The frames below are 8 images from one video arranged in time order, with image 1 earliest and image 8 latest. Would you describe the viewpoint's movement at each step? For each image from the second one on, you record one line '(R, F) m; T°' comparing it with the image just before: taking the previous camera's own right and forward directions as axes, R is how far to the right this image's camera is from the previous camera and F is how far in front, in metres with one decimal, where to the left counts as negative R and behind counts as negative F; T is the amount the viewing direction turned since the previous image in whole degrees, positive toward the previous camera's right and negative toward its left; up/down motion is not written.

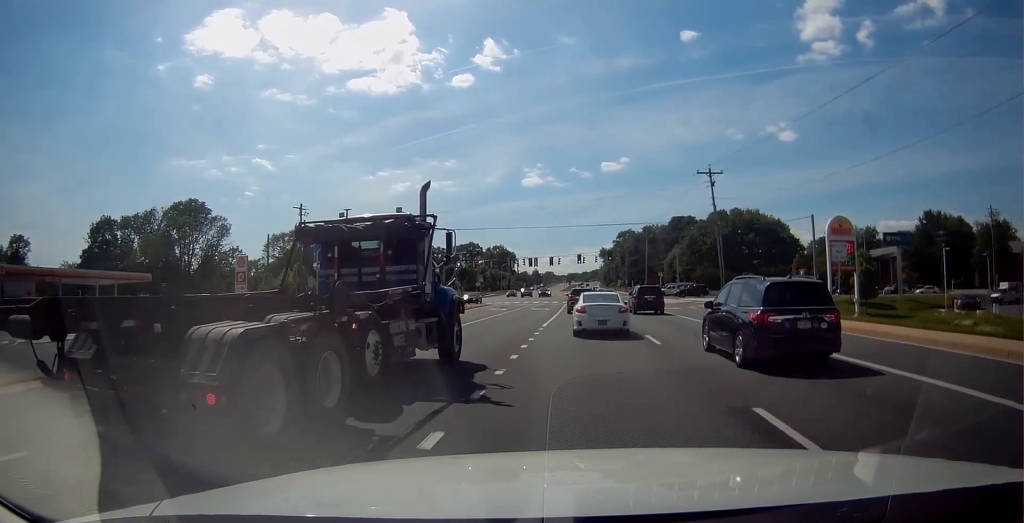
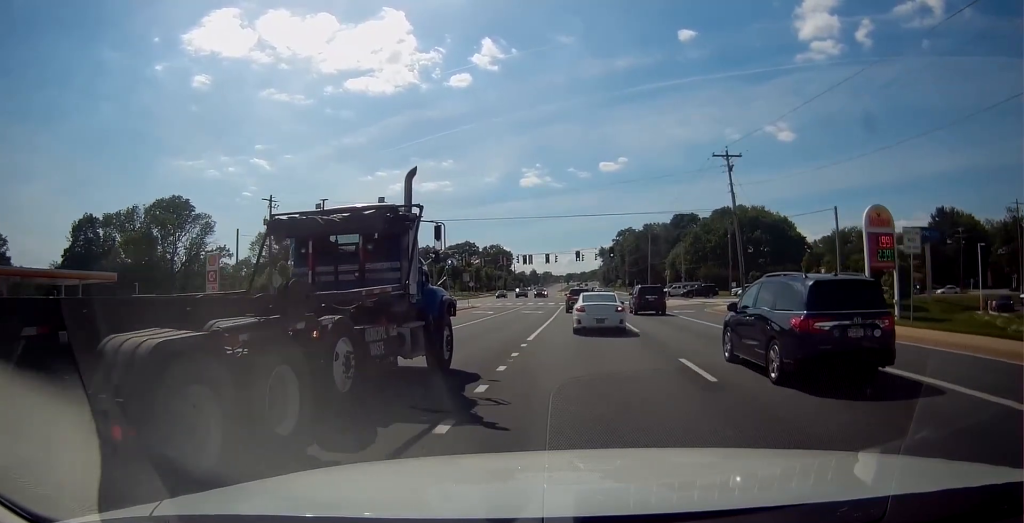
(+0.2, +6.0) m; 0°
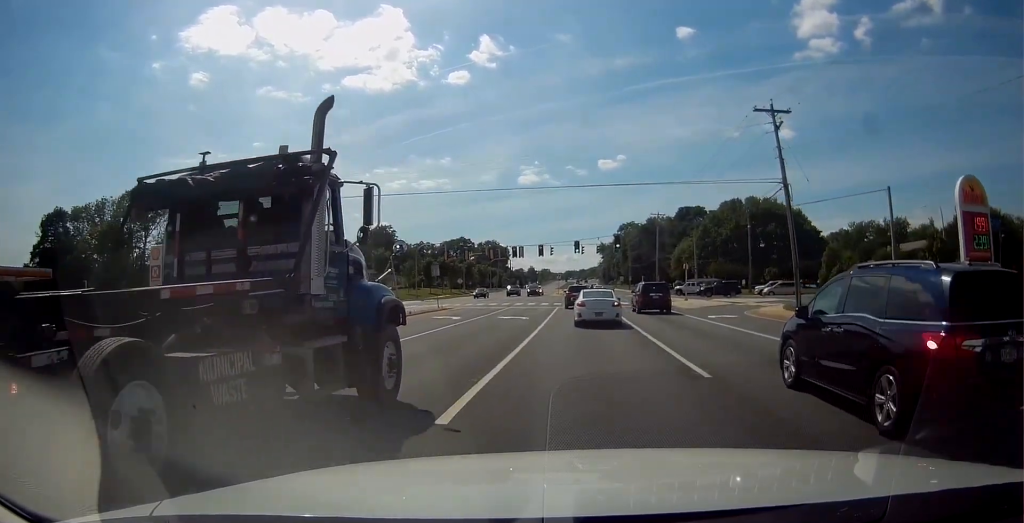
(0.0, +10.5) m; 0°
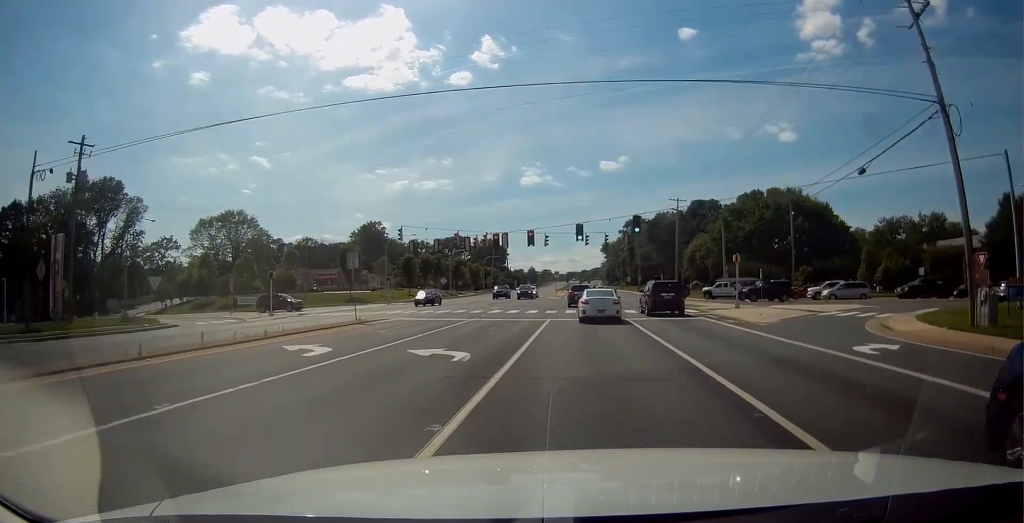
(-0.2, +15.7) m; 0°
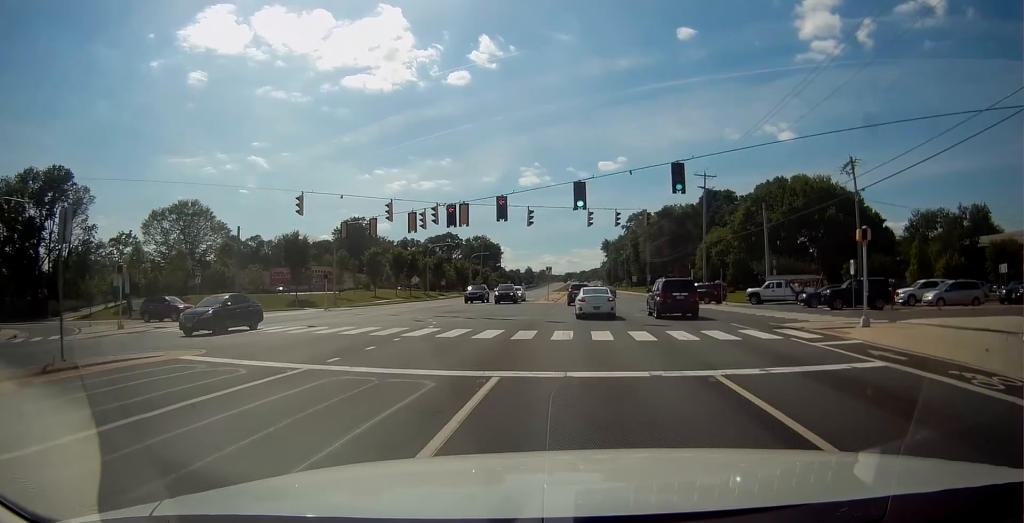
(+0.2, +16.1) m; +1°
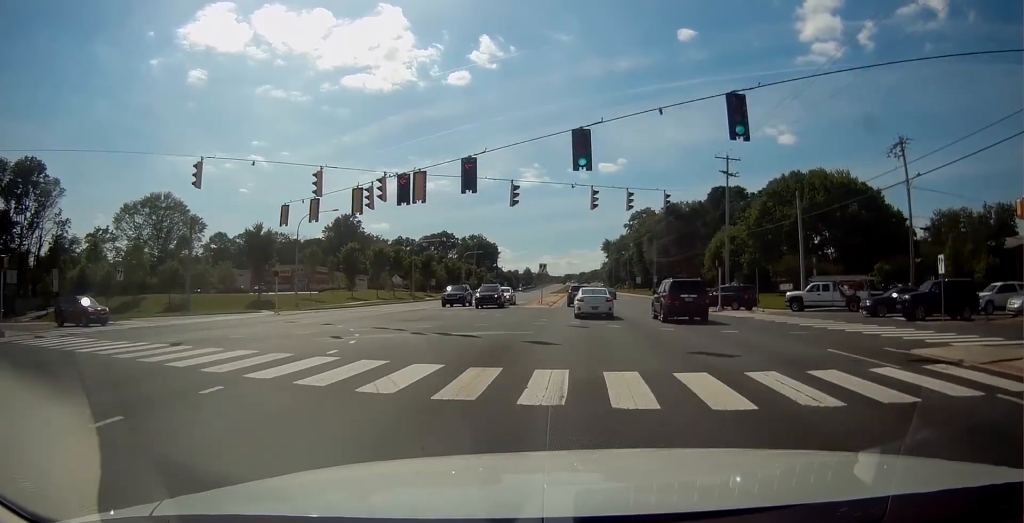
(+0.1, +9.1) m; 0°
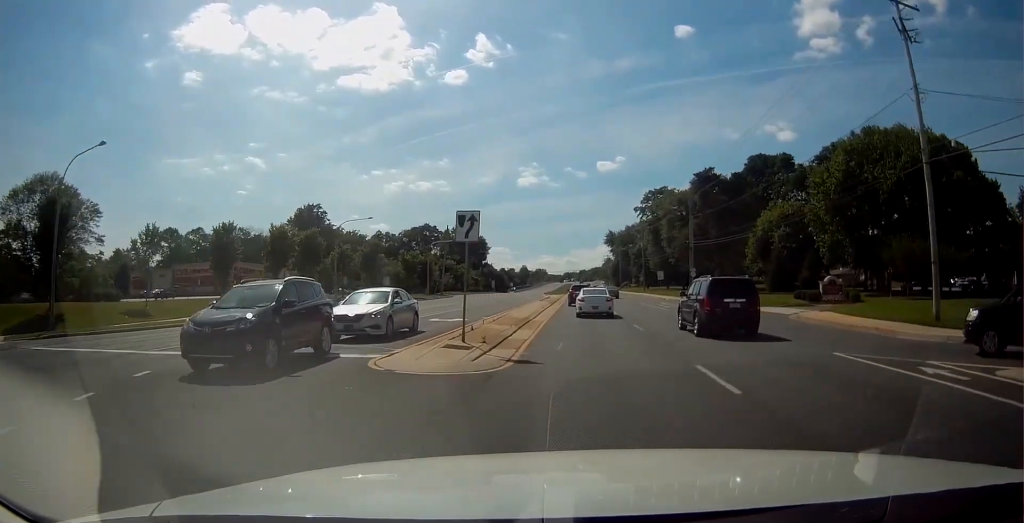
(-0.4, +29.7) m; 0°
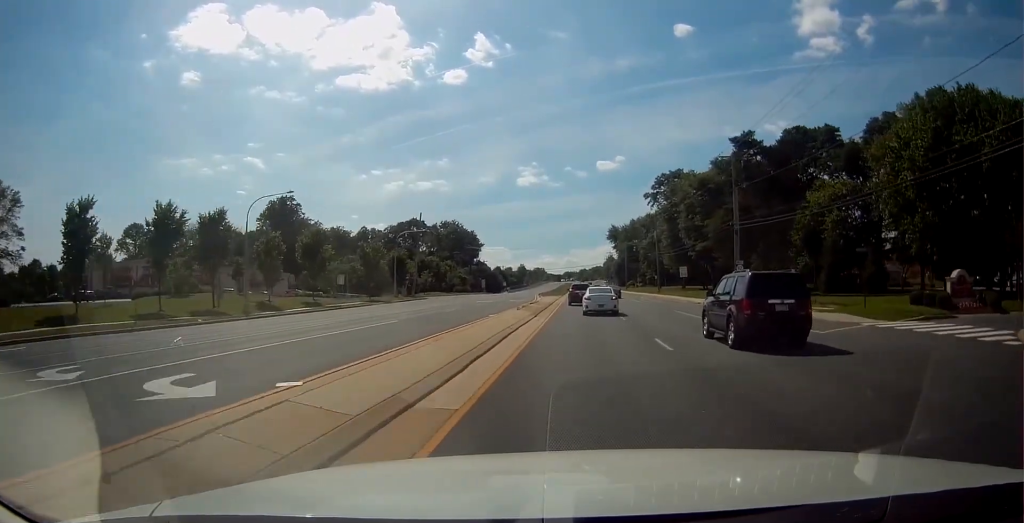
(+0.3, +18.7) m; 0°
